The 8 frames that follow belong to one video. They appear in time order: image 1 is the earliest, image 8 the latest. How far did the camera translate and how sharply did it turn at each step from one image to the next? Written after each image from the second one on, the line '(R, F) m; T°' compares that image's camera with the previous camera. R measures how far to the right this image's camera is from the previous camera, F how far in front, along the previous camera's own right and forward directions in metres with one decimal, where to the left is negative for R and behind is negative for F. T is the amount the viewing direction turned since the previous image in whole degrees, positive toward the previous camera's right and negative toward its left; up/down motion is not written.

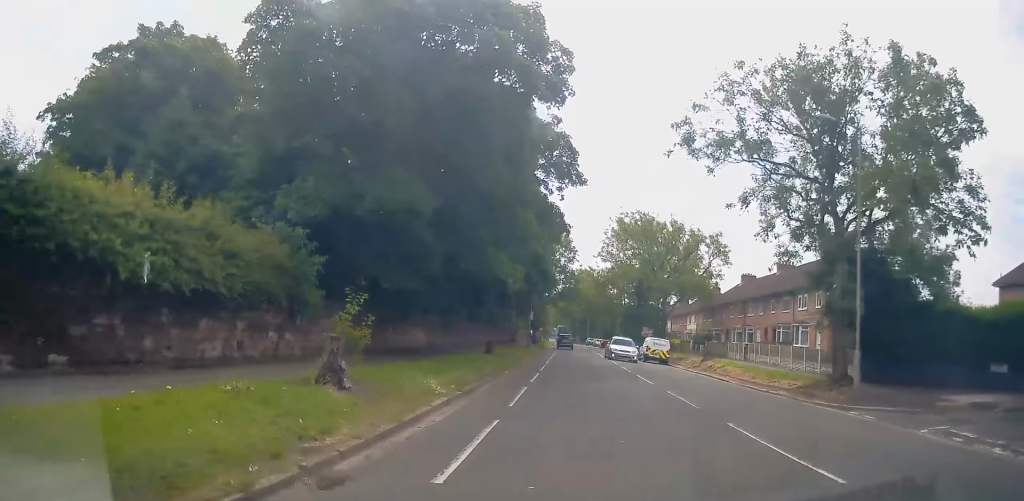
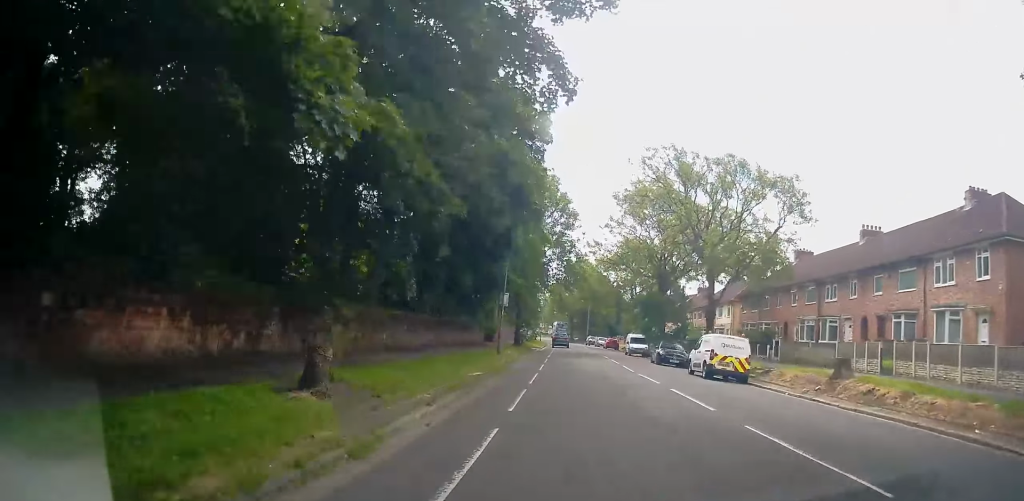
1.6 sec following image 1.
(-0.1, +18.9) m; 0°
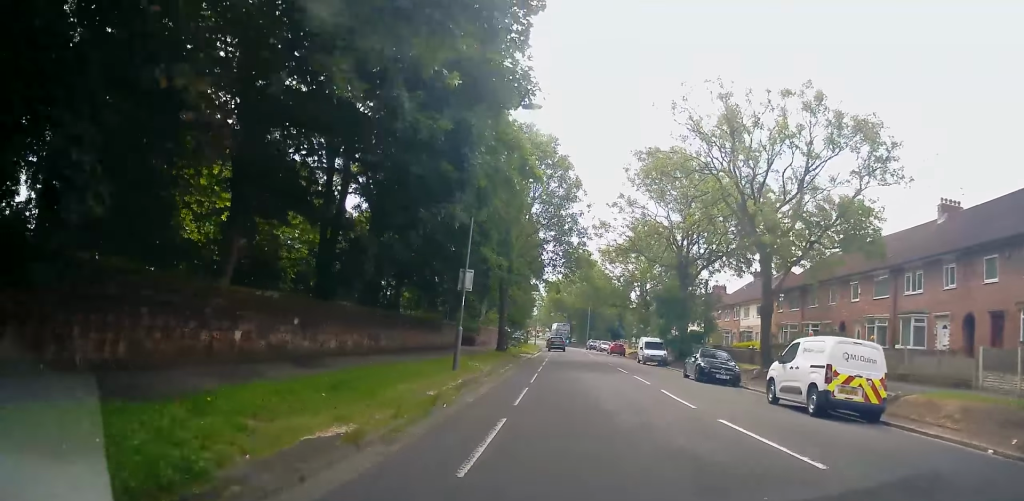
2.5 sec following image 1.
(+0.1, +10.6) m; -1°
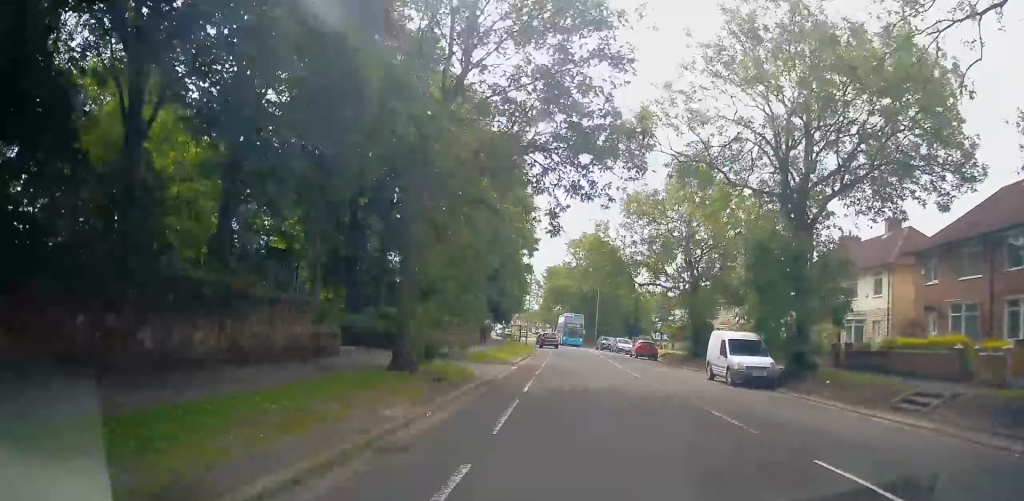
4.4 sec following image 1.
(-0.2, +21.7) m; +1°
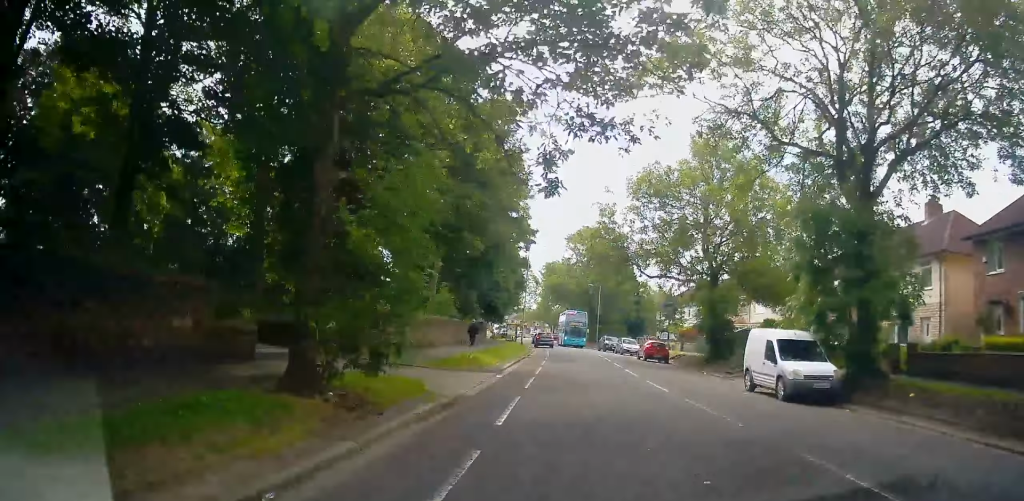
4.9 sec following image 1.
(0.0, +5.3) m; 0°
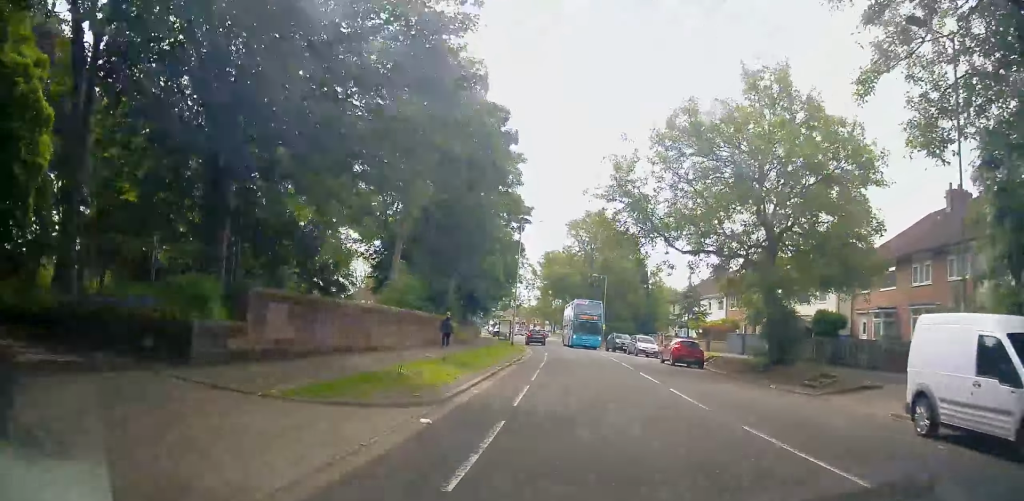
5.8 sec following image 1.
(0.0, +10.0) m; 0°
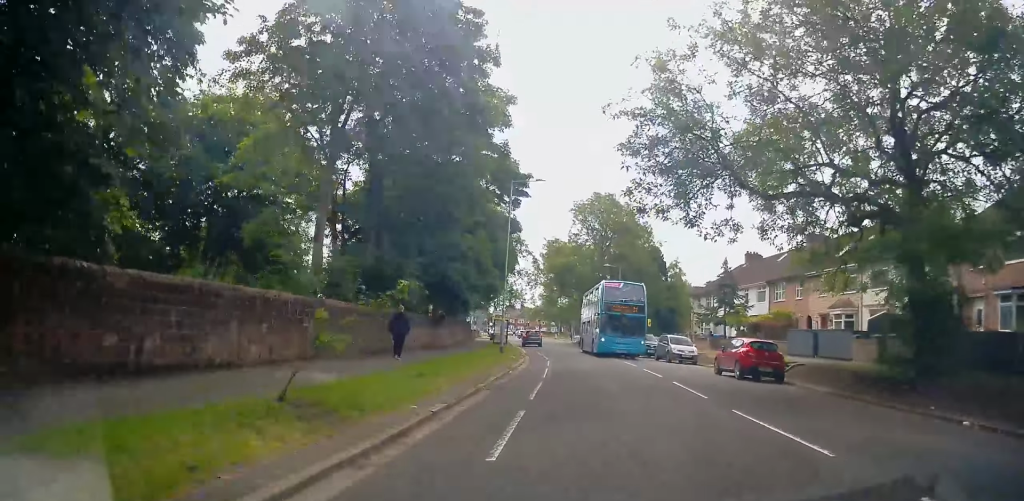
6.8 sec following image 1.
(-0.1, +11.1) m; -1°
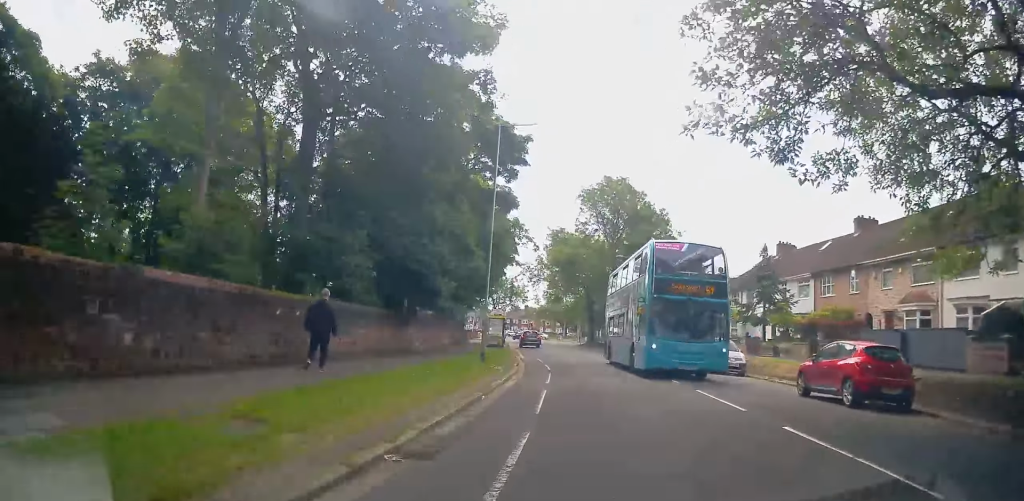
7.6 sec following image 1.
(-0.1, +8.3) m; -1°
